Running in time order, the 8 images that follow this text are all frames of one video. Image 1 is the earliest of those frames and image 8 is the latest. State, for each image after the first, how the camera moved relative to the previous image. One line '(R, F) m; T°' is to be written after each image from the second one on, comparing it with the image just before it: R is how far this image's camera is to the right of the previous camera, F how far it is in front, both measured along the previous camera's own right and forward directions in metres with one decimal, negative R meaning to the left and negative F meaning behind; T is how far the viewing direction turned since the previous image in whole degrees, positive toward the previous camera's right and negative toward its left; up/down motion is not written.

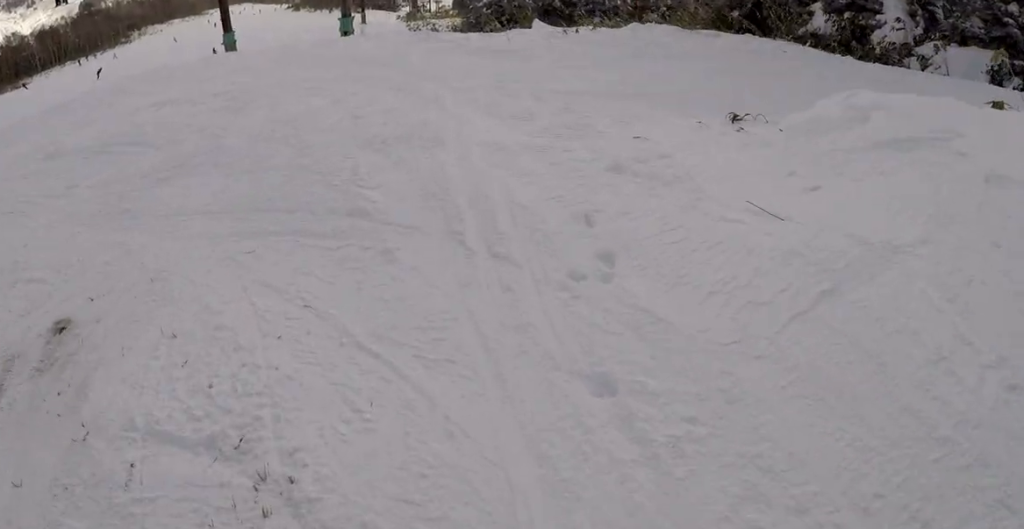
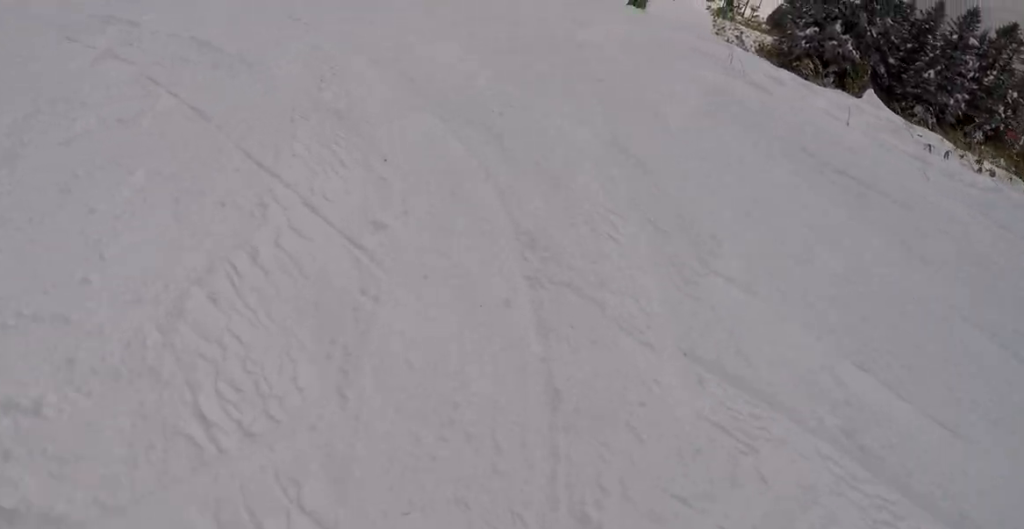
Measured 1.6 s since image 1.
(-1.8, +7.3) m; -35°
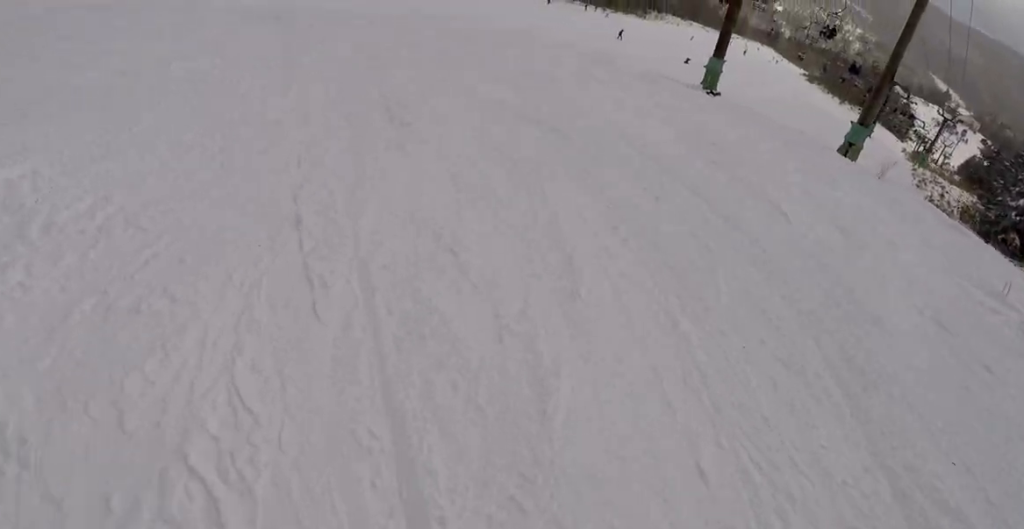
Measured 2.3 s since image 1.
(-0.6, +3.4) m; -17°
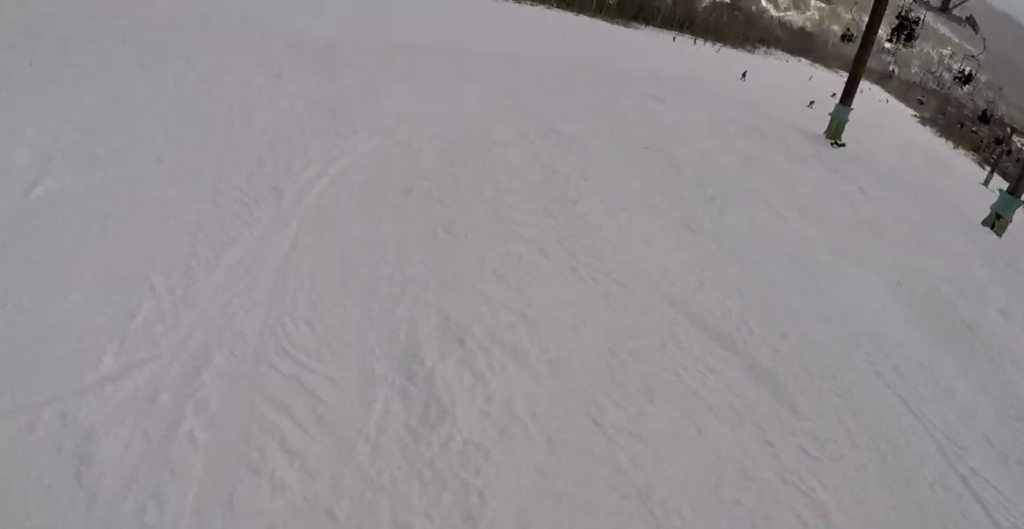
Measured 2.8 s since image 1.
(-0.5, +2.8) m; -7°
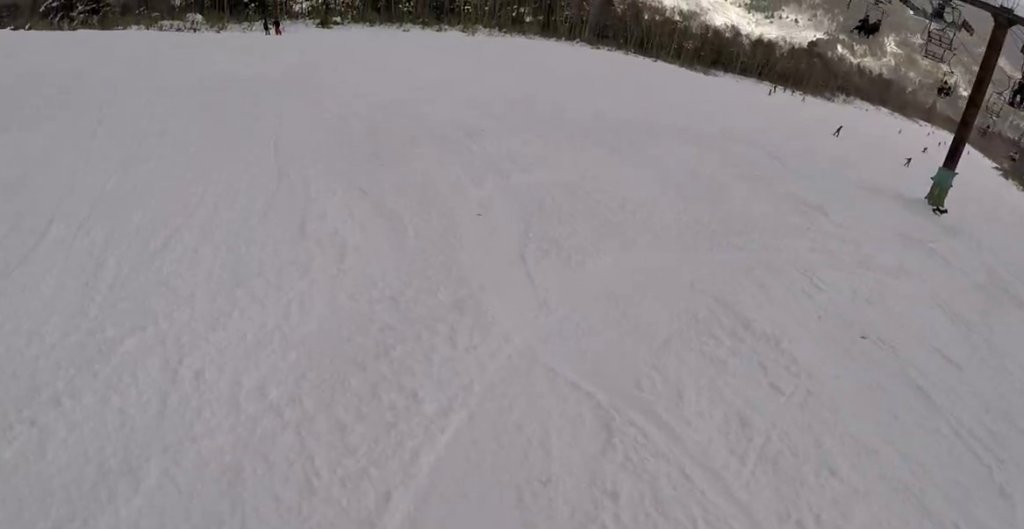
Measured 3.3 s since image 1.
(-0.1, +2.5) m; 0°
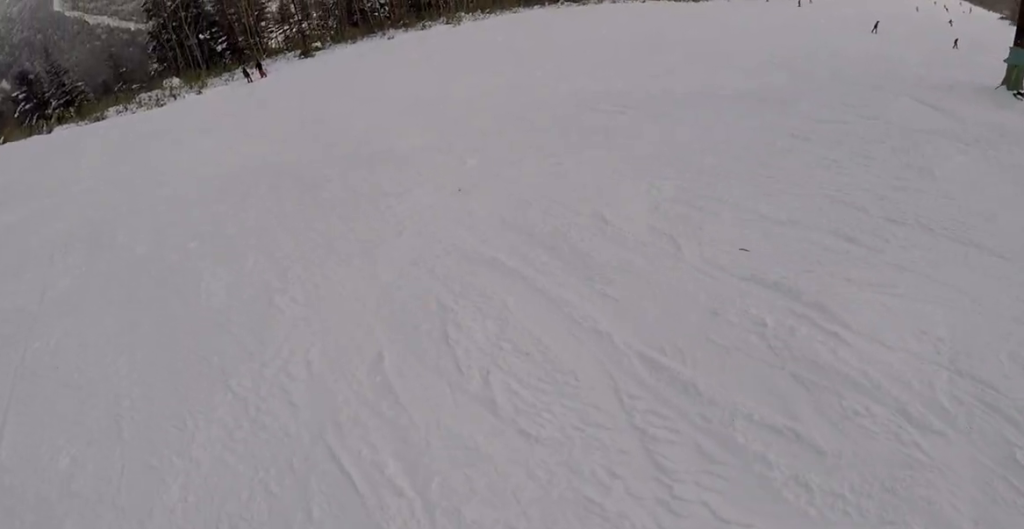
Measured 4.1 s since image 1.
(-0.1, +4.9) m; +16°
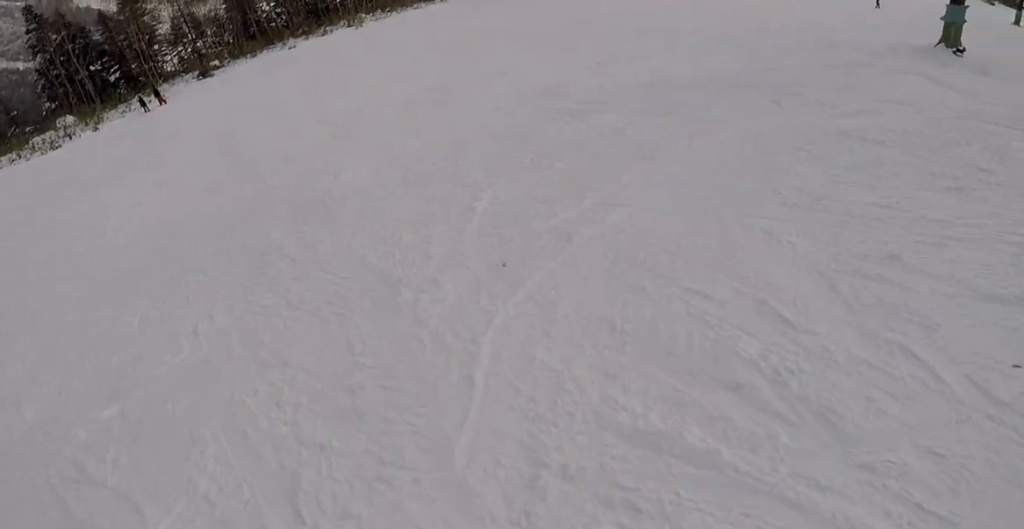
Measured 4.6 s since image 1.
(+0.7, +2.5) m; +11°
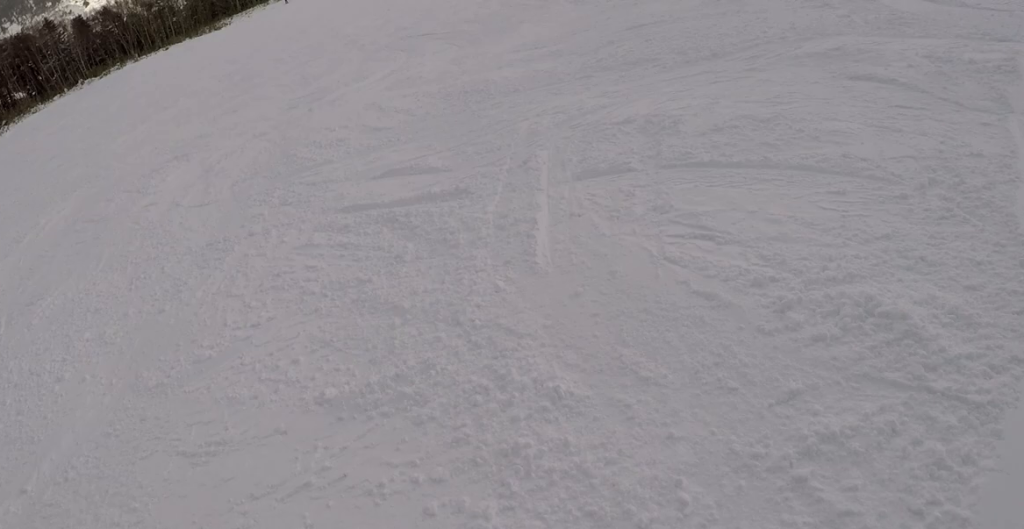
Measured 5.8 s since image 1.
(+1.7, +7.0) m; +15°
